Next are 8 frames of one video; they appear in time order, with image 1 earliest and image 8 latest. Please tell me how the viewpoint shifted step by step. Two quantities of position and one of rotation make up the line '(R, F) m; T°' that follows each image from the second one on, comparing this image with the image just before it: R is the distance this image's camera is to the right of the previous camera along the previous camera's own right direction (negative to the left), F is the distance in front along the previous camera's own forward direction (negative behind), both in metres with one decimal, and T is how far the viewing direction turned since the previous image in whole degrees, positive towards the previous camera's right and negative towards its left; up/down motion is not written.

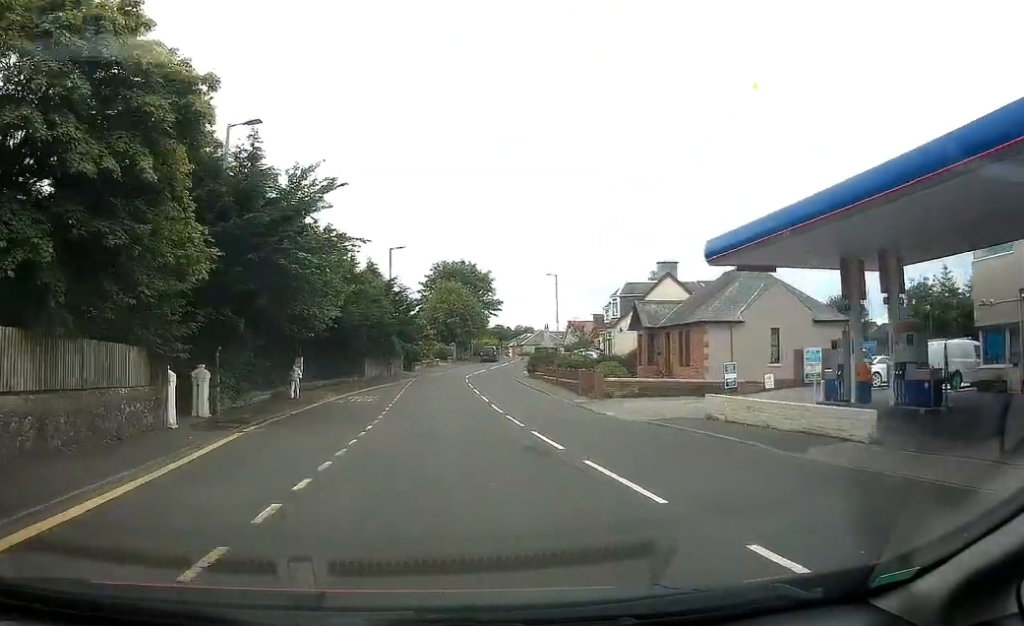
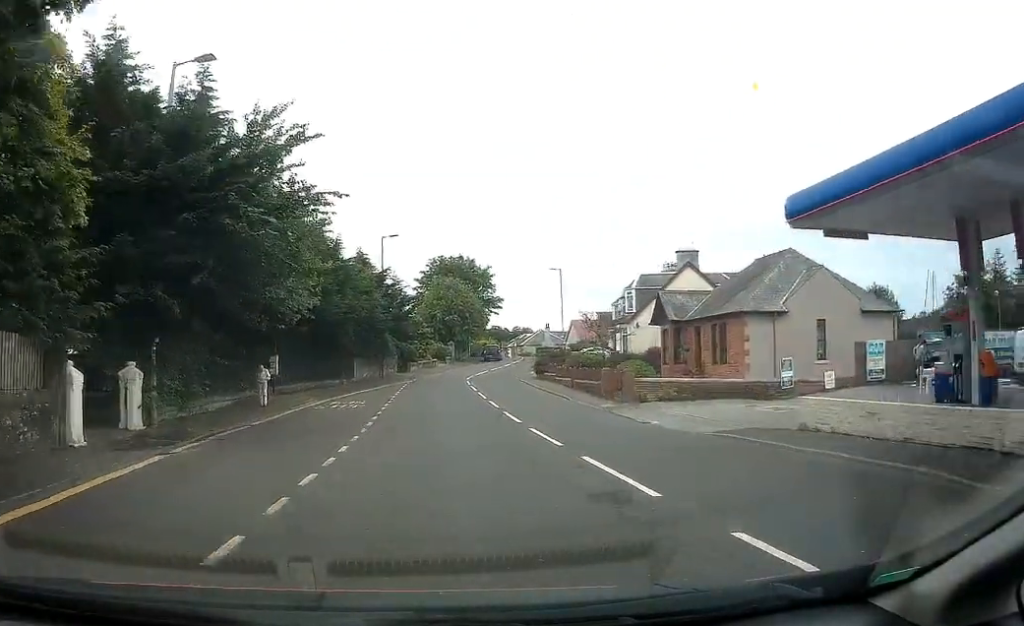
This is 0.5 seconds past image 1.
(+0.1, +5.3) m; 0°
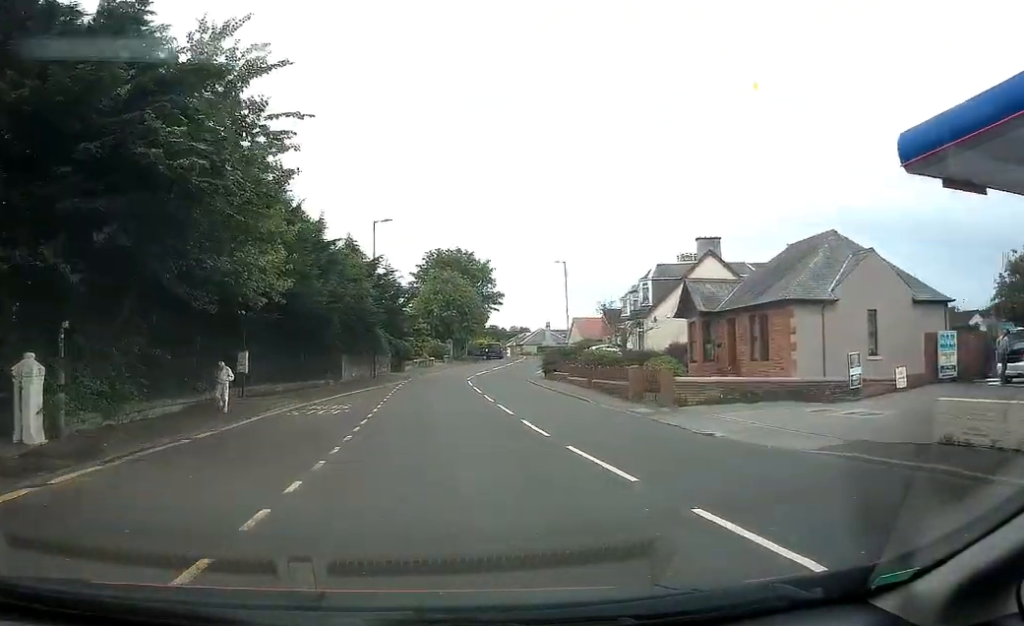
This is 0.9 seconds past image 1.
(-0.1, +4.8) m; 0°
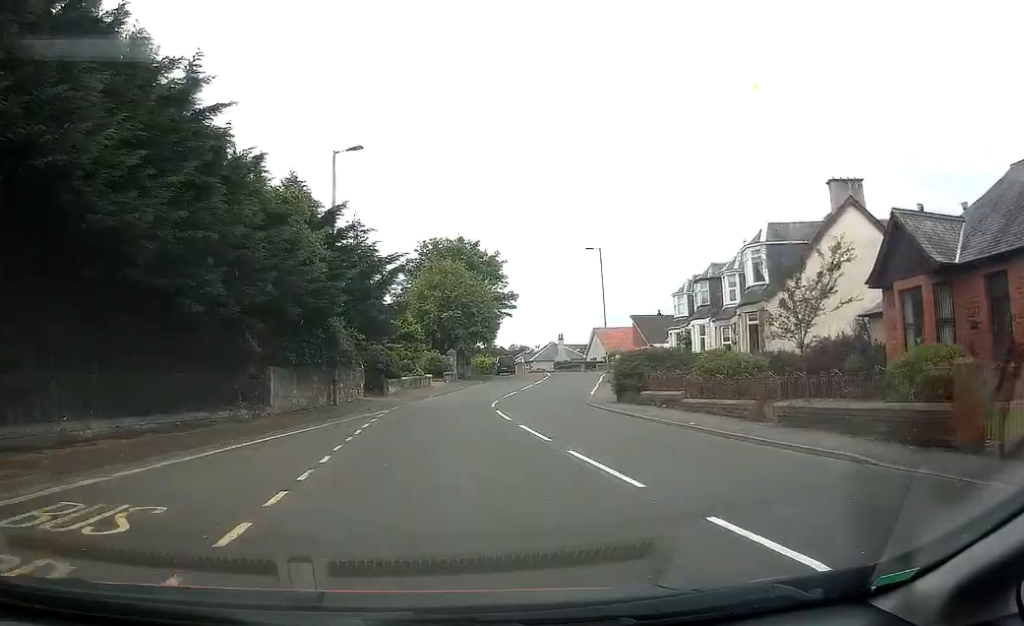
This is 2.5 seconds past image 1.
(0.0, +17.7) m; 0°
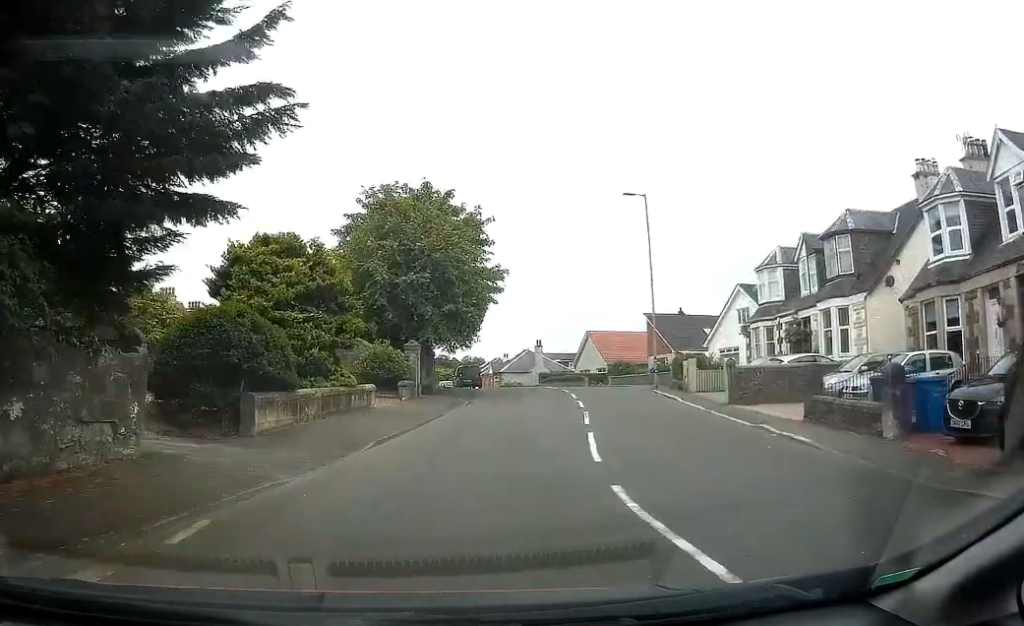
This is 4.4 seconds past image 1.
(+0.7, +22.0) m; +6°
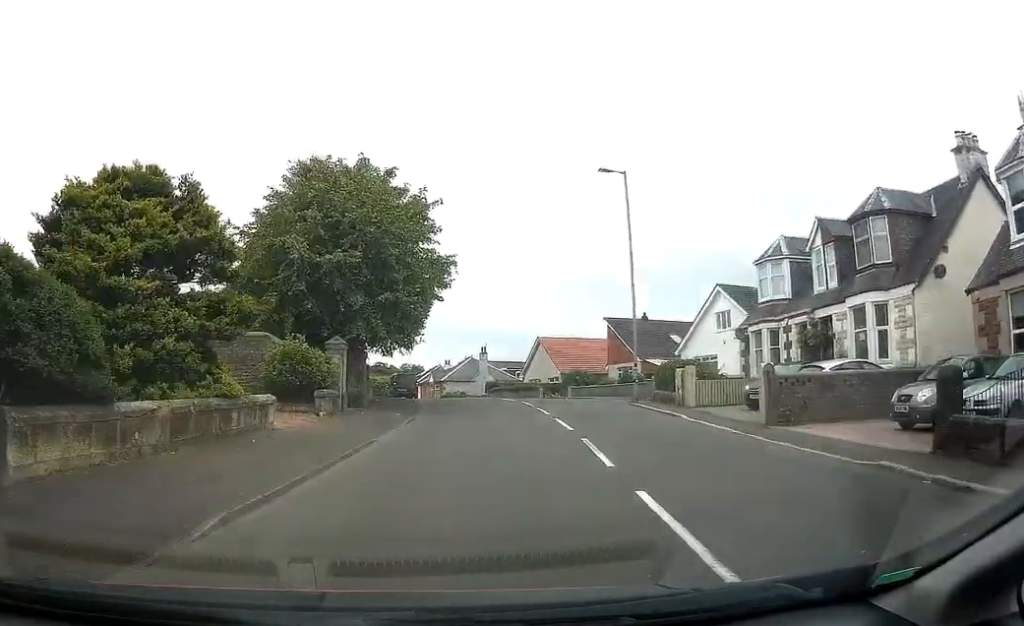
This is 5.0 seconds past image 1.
(+0.2, +6.7) m; +3°
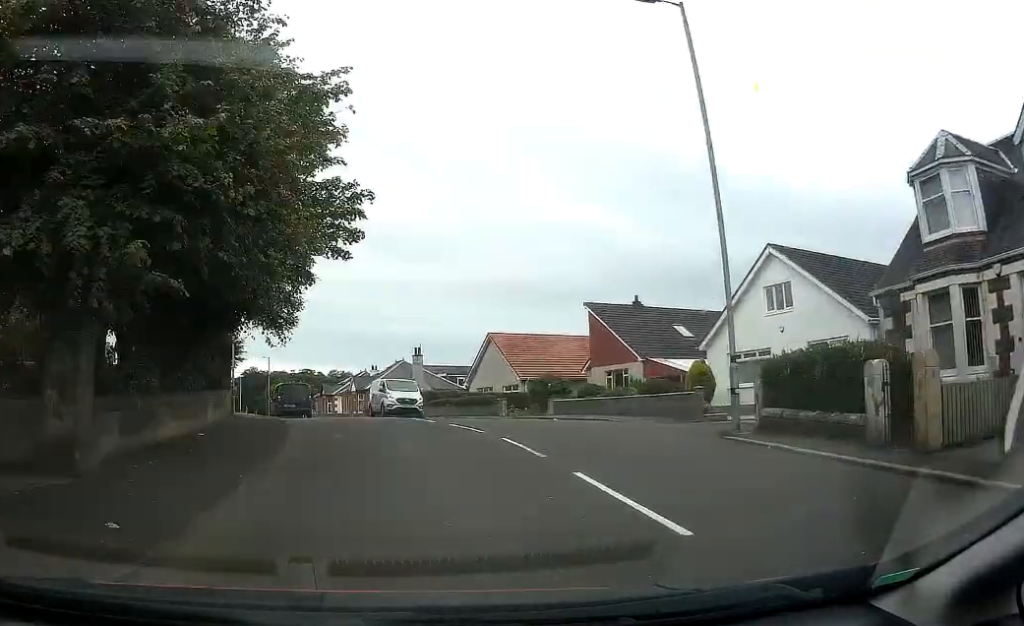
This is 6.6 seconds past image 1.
(+0.7, +16.6) m; +4°
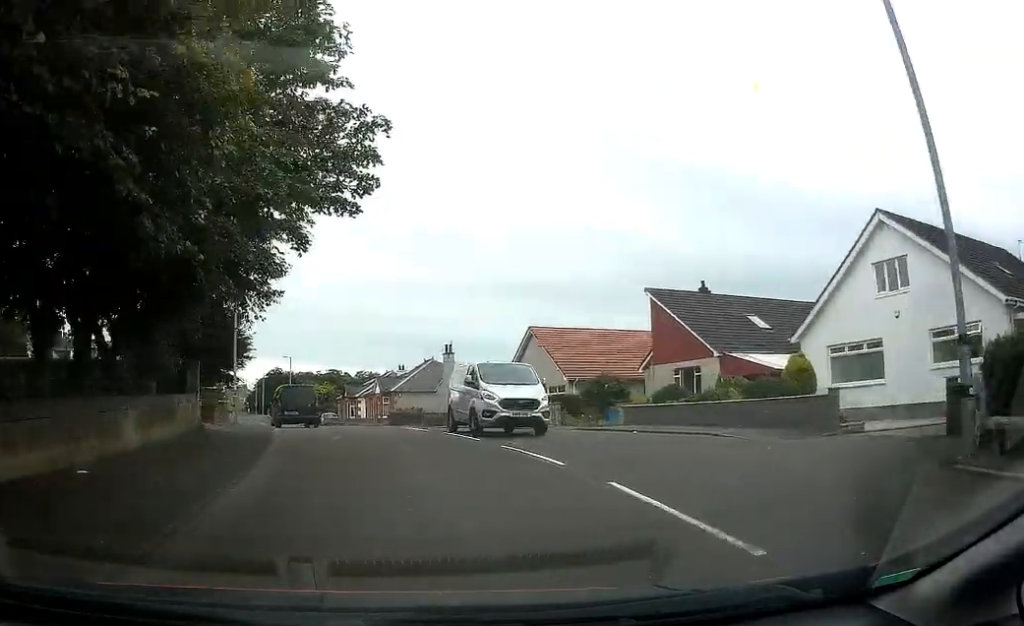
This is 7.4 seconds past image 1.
(+0.2, +7.0) m; 0°
